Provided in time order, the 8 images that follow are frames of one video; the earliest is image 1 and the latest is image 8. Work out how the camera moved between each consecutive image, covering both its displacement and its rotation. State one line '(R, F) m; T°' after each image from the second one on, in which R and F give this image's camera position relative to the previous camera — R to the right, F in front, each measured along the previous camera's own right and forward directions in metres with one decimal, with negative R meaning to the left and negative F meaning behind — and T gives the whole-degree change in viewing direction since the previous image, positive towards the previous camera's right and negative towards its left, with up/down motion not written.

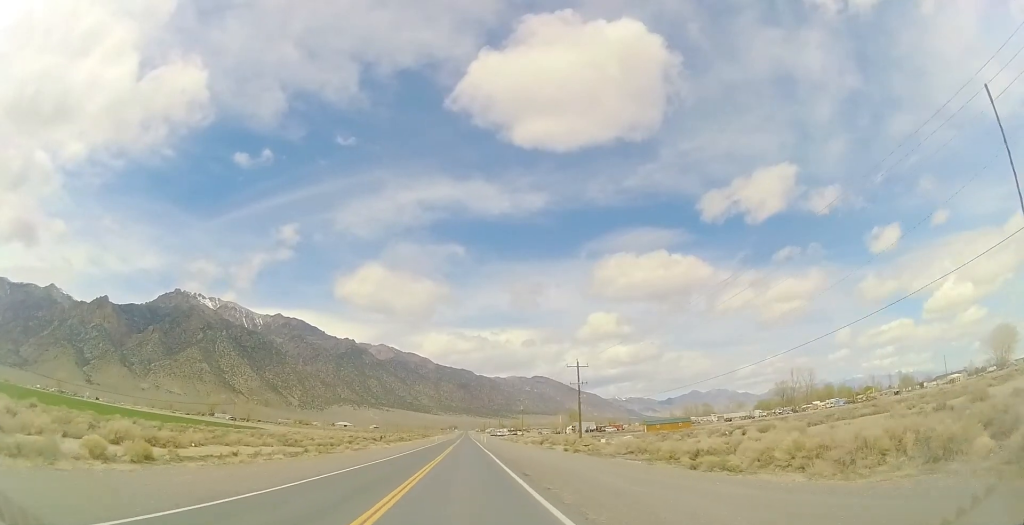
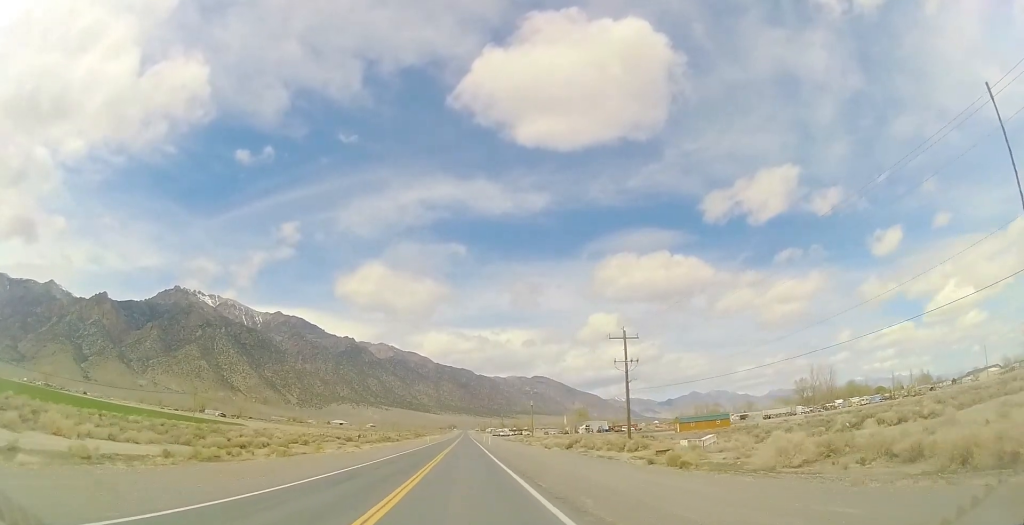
(-0.1, +21.9) m; +1°
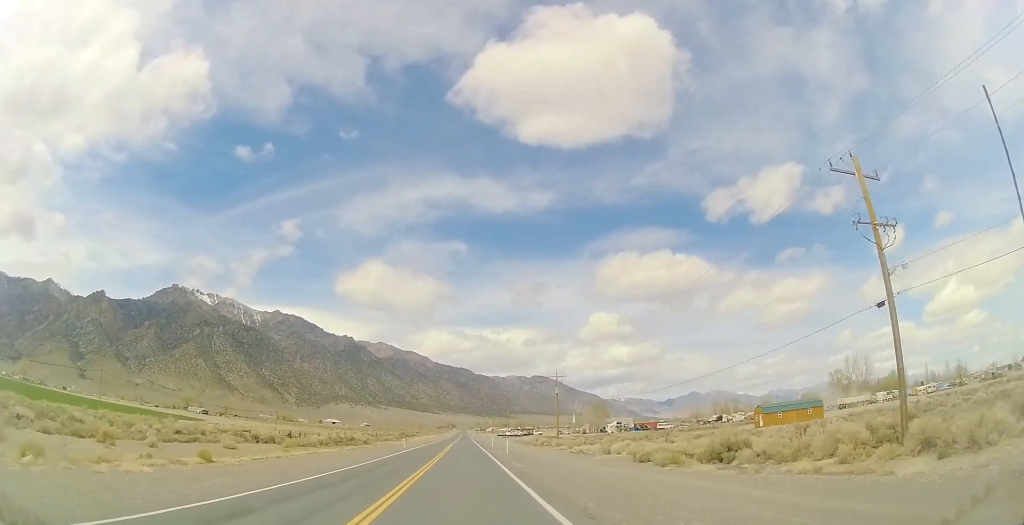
(-0.9, +35.1) m; -3°
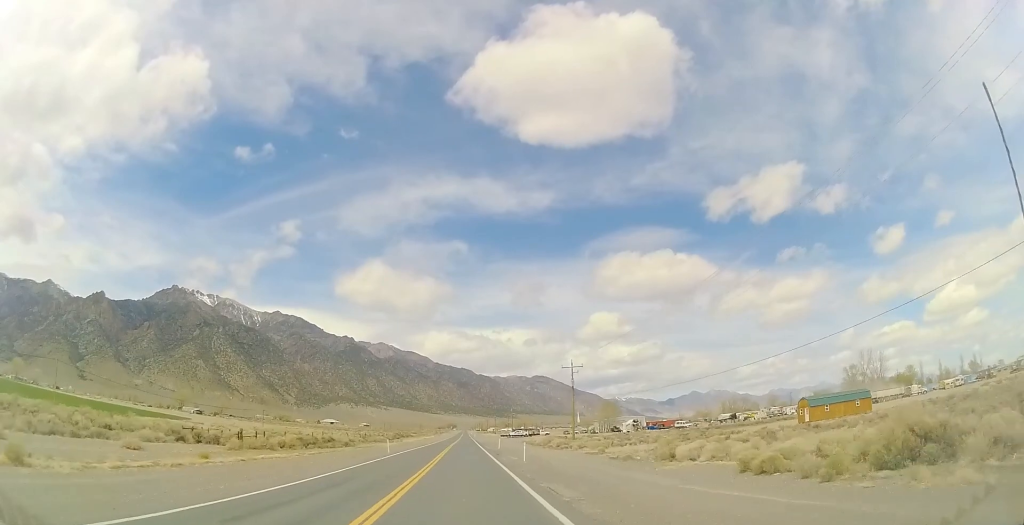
(+0.2, +12.5) m; +2°
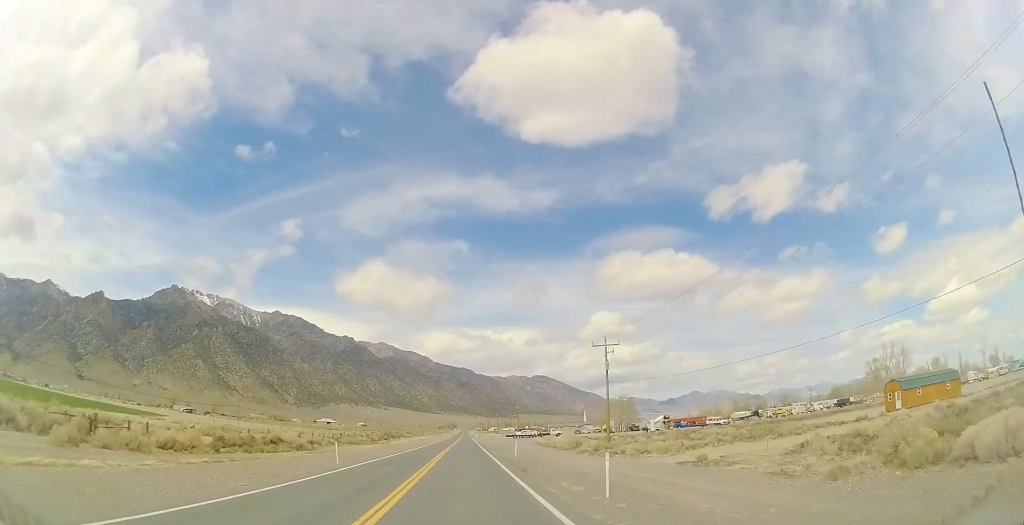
(+0.5, +18.7) m; +2°
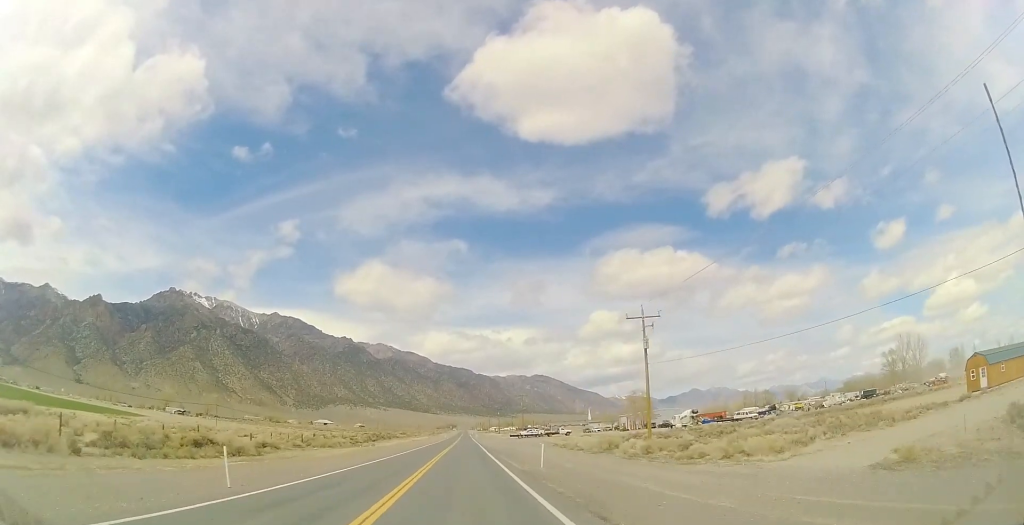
(0.0, +13.3) m; -1°
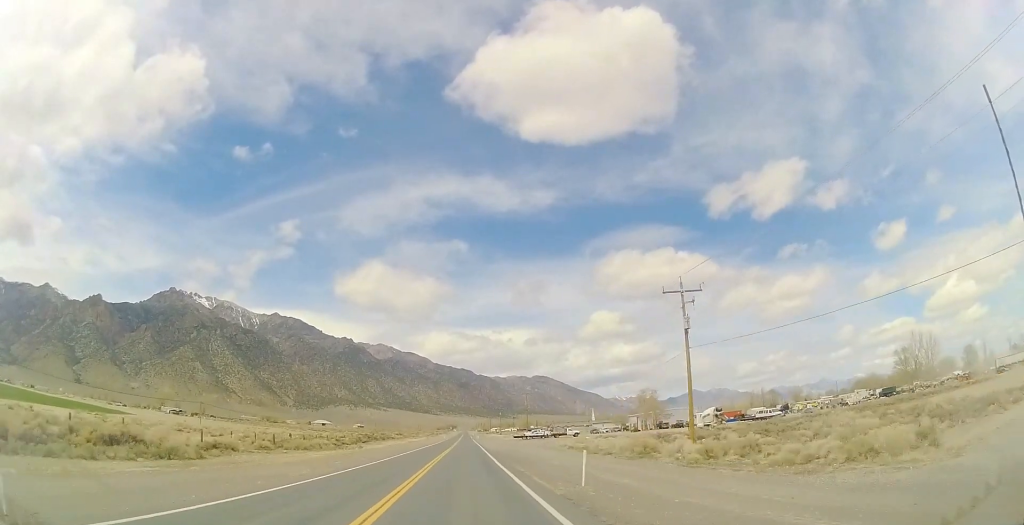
(-0.1, +8.7) m; -1°
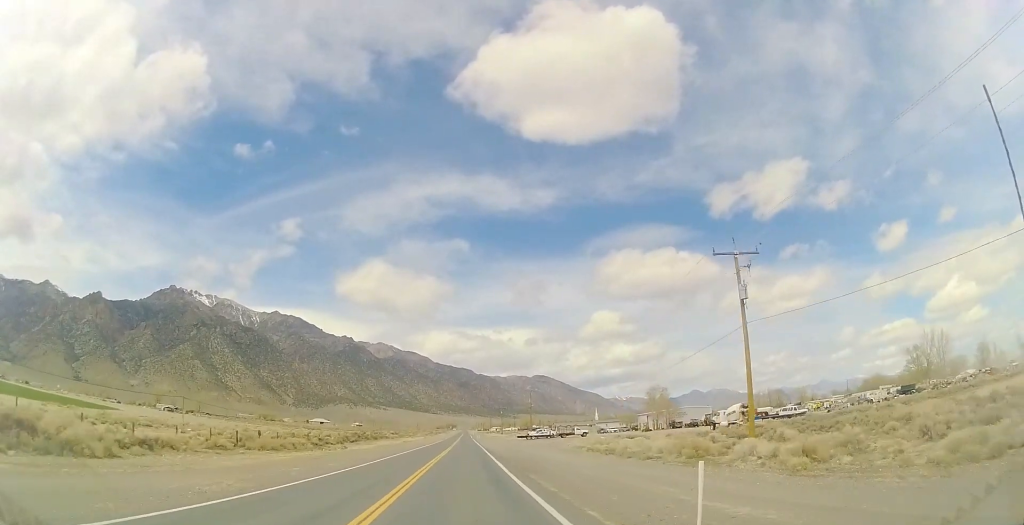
(-0.1, +8.2) m; -1°
